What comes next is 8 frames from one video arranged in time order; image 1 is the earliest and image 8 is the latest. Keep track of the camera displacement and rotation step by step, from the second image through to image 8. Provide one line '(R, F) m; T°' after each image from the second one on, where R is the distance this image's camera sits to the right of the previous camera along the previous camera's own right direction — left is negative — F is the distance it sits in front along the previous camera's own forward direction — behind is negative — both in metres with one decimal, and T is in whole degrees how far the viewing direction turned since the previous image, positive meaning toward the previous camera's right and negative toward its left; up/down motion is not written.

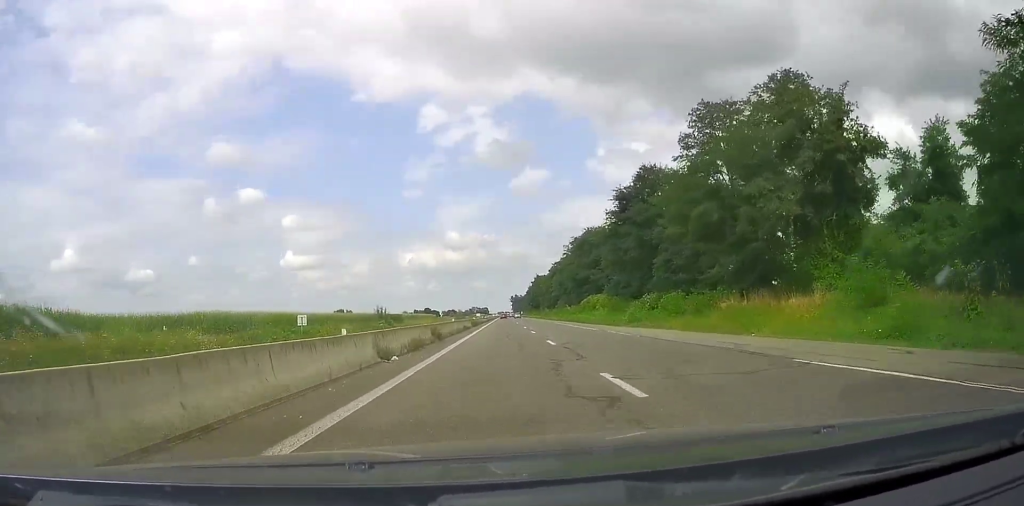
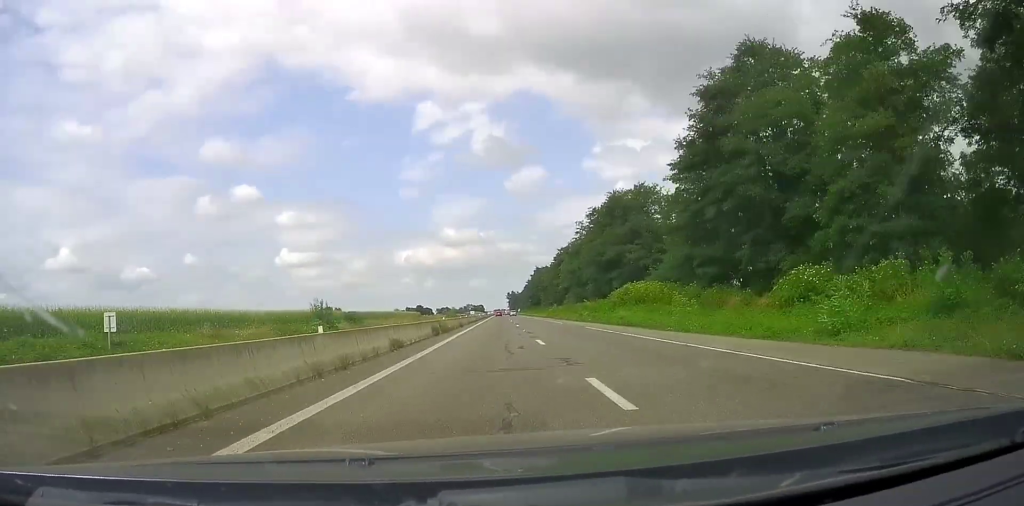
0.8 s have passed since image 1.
(+0.1, +27.0) m; 0°
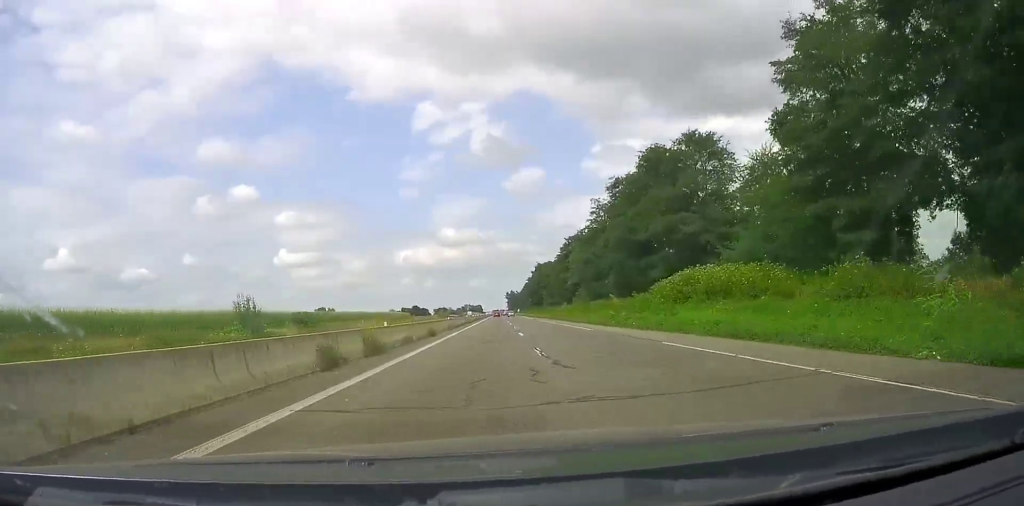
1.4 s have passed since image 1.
(+0.1, +17.7) m; 0°
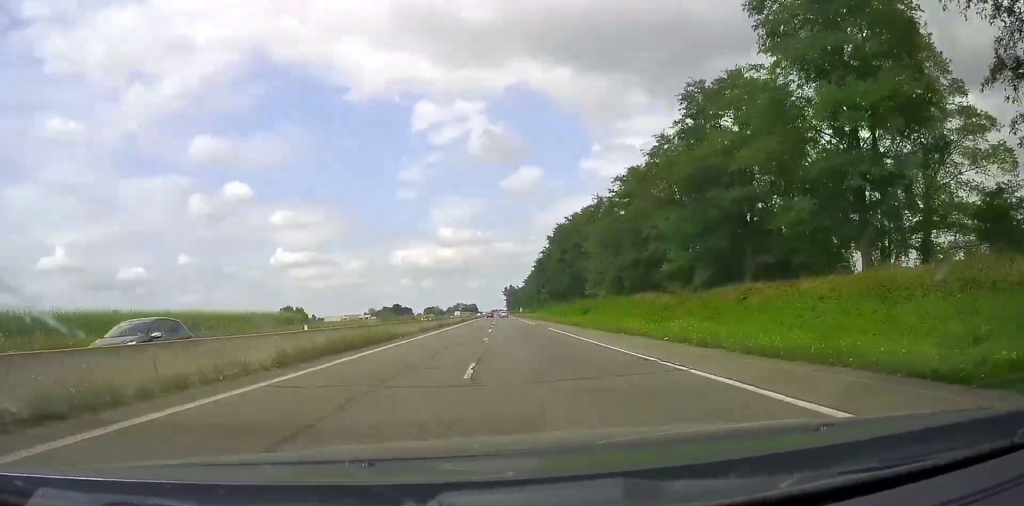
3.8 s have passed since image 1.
(-0.7, +82.7) m; 0°
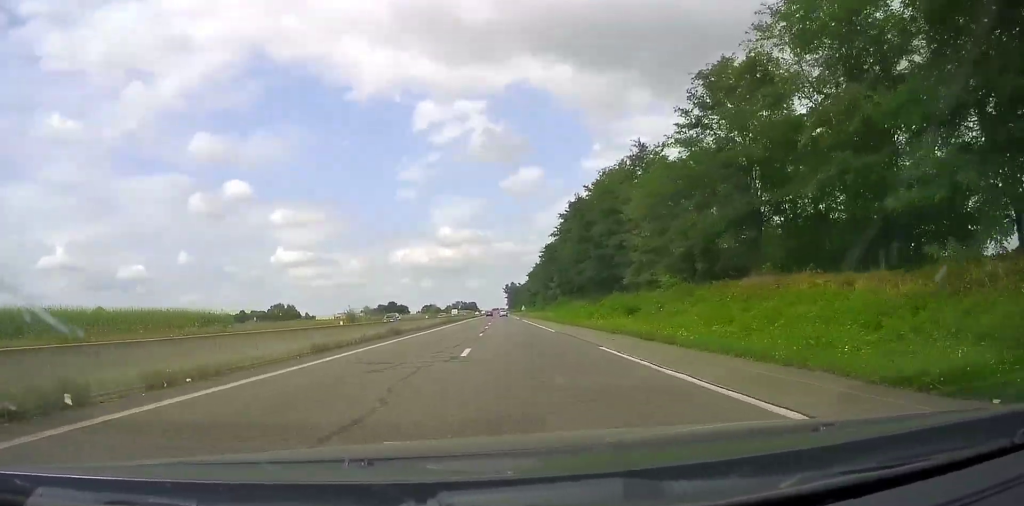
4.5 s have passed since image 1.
(0.0, +21.2) m; 0°
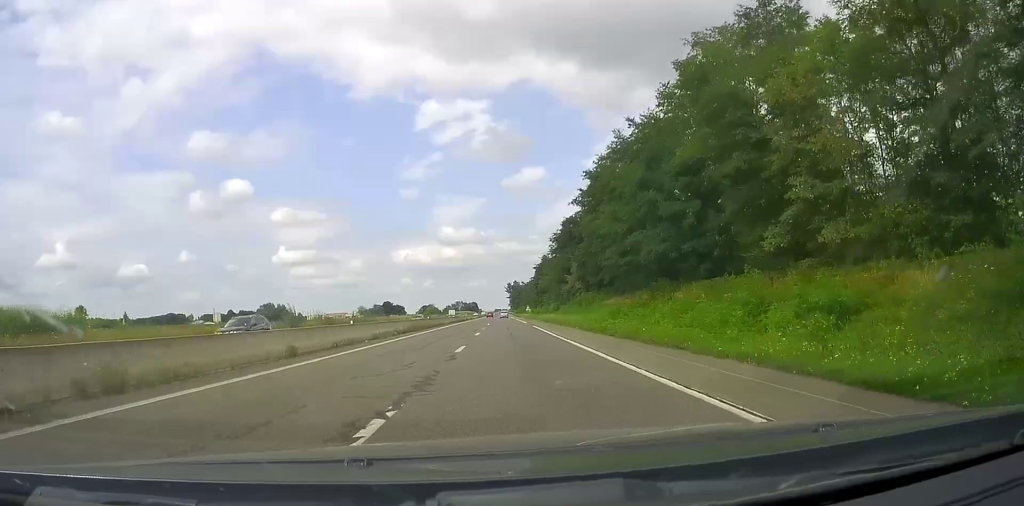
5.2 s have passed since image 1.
(-0.1, +24.0) m; 0°
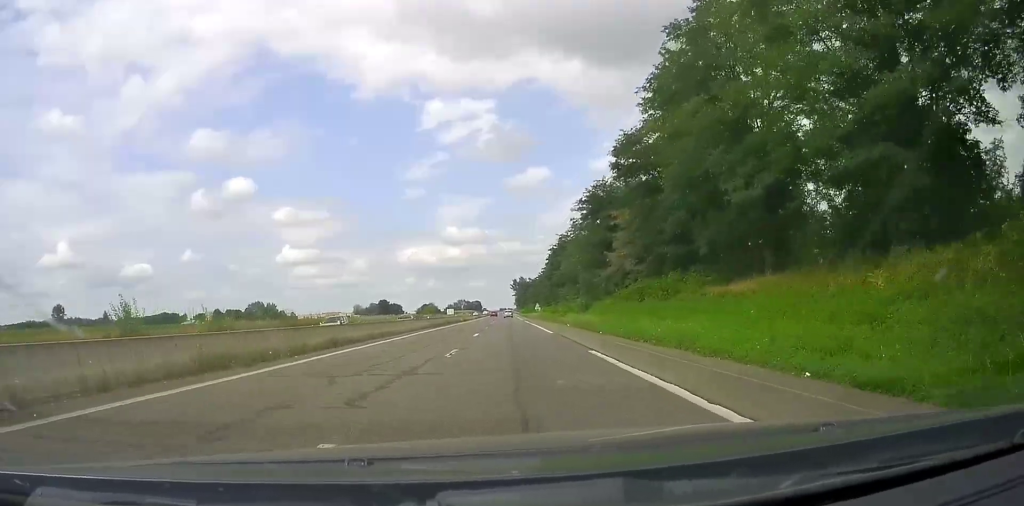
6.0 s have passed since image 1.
(0.0, +28.5) m; 0°
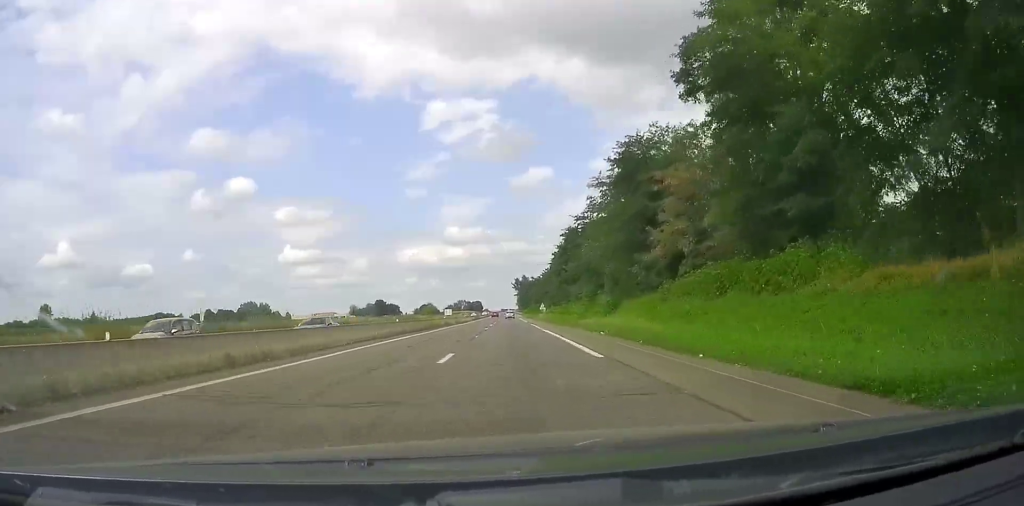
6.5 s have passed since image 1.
(0.0, +14.5) m; 0°
